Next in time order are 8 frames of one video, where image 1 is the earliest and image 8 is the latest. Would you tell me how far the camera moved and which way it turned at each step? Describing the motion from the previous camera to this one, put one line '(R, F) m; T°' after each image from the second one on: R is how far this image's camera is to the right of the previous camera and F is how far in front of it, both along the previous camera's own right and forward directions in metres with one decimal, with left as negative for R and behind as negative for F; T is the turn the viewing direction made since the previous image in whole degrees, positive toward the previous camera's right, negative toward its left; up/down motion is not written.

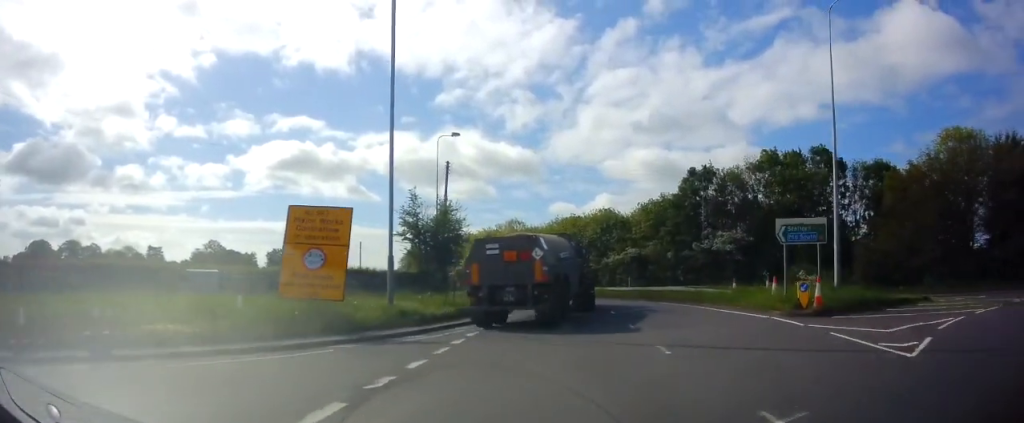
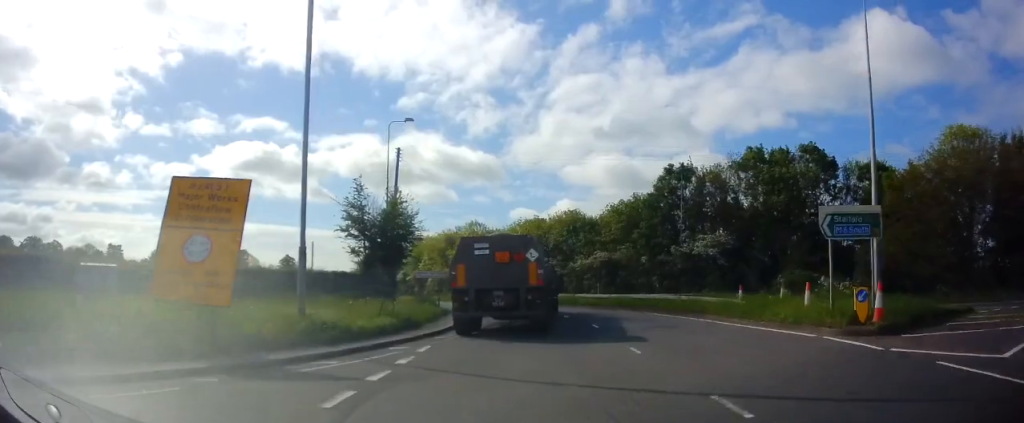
(+0.3, +4.6) m; +2°
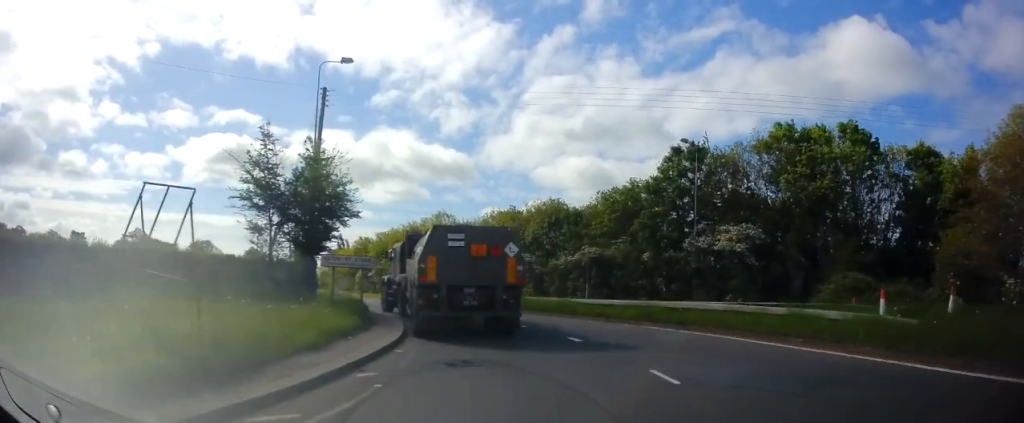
(+0.4, +9.9) m; +3°
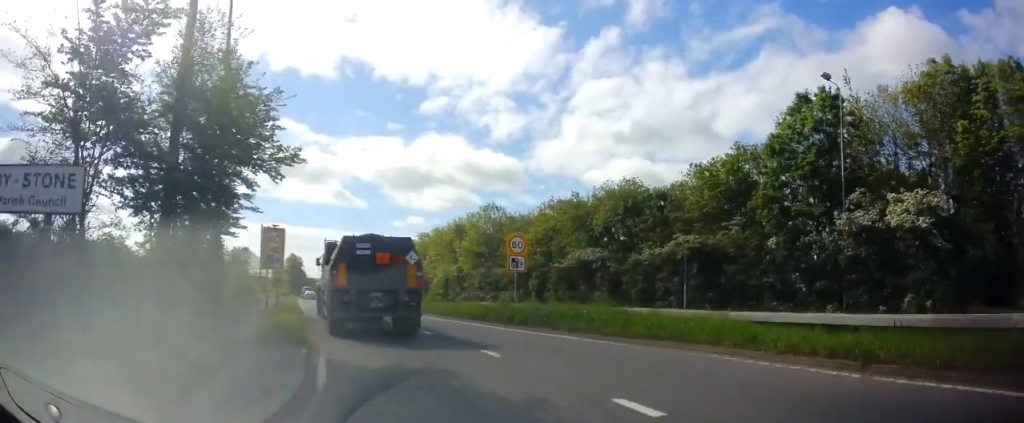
(-0.2, +13.9) m; -6°
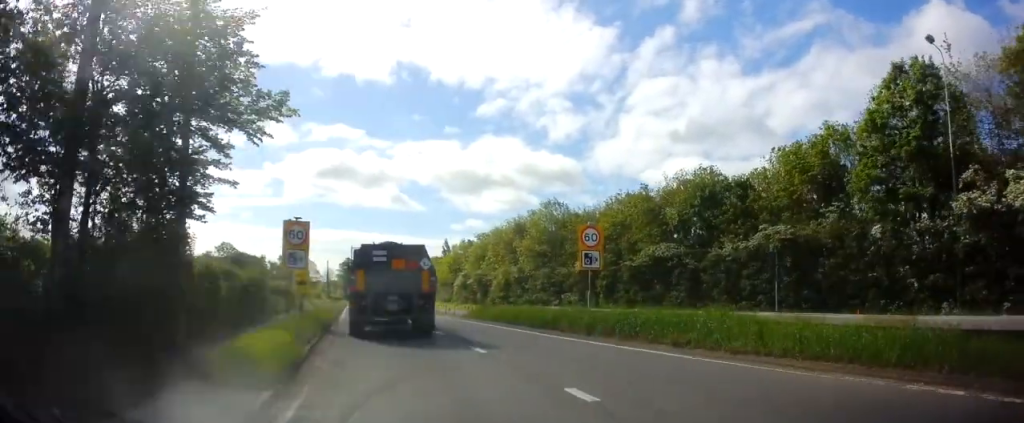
(-0.2, +4.7) m; -4°
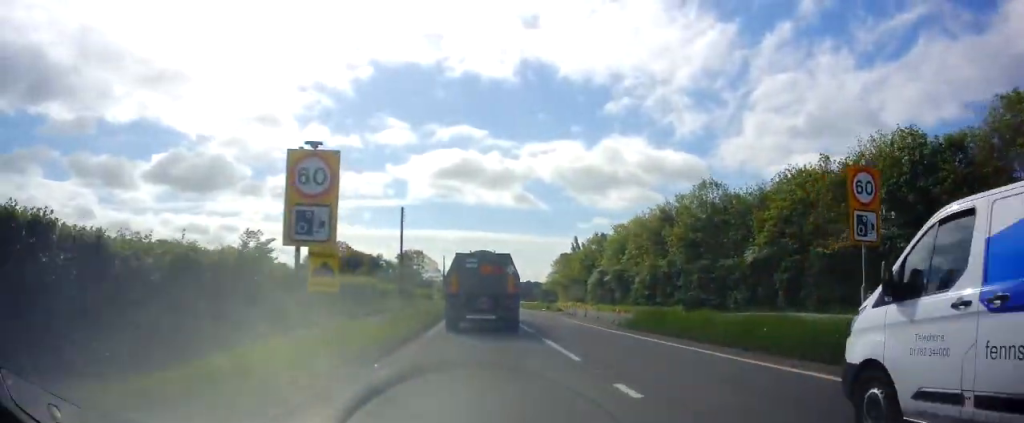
(-1.1, +11.5) m; -11°
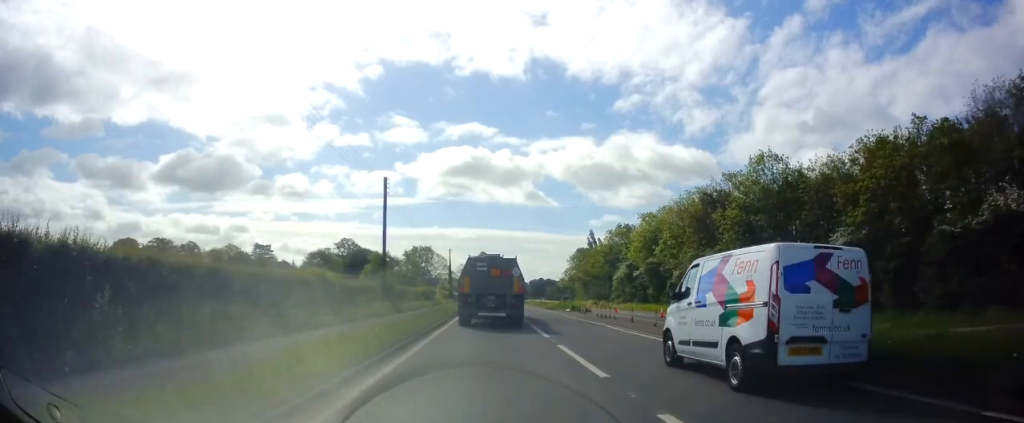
(-0.8, +10.8) m; -3°
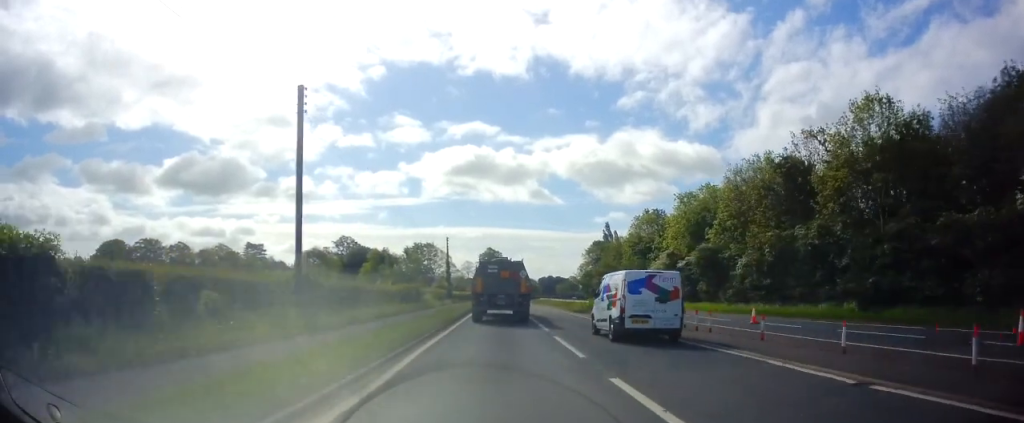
(0.0, +14.8) m; -1°
